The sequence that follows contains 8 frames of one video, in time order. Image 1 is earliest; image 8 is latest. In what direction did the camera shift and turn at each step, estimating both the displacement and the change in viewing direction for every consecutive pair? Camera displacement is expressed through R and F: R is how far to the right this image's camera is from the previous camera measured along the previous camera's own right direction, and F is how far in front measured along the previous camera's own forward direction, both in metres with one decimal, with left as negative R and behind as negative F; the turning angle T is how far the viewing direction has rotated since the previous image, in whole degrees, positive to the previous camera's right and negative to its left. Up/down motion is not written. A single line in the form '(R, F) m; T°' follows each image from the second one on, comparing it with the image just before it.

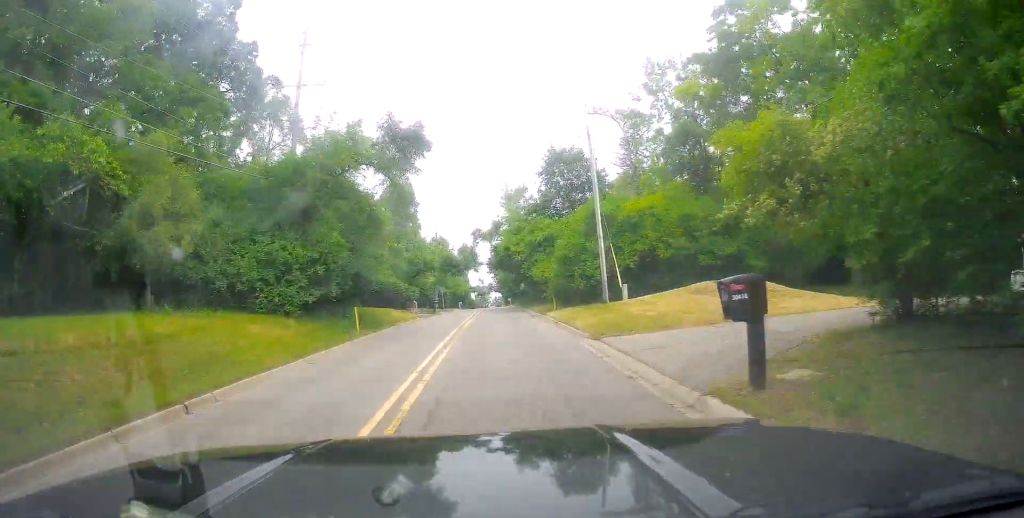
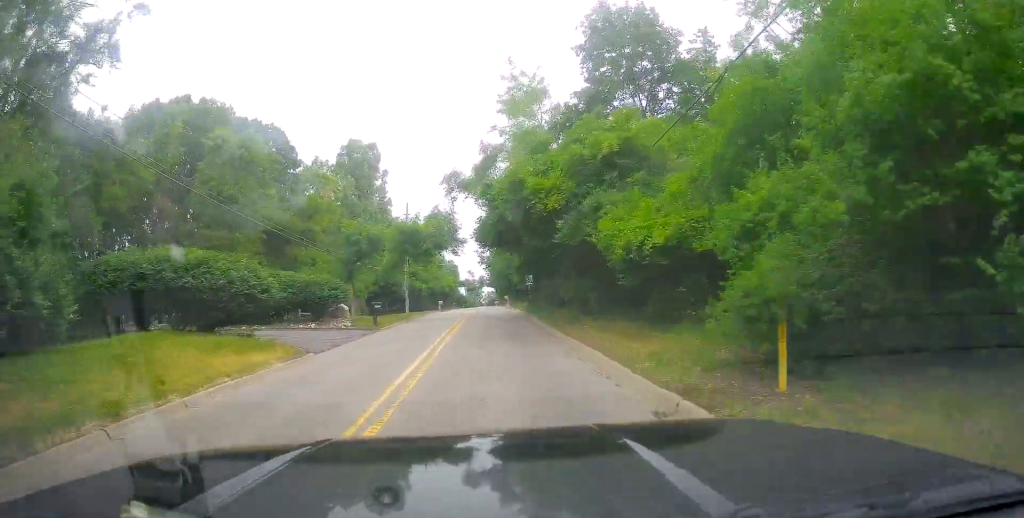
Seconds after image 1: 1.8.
(+0.6, +26.5) m; +3°
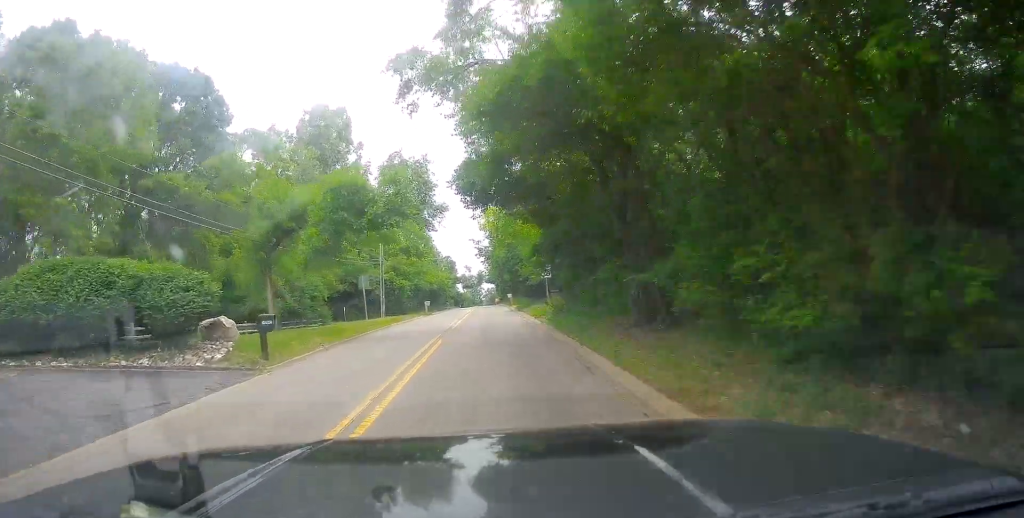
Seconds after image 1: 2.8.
(+0.1, +16.2) m; 0°
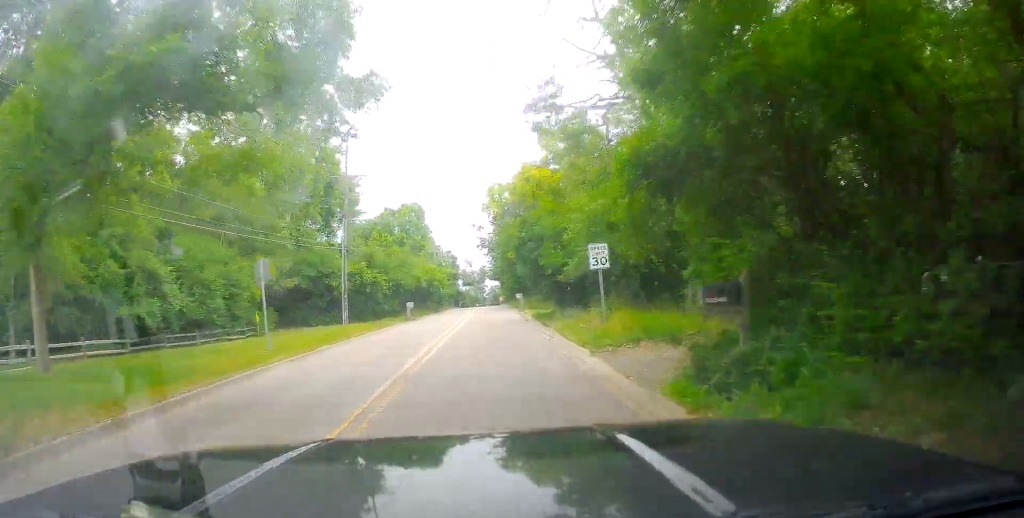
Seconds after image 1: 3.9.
(0.0, +15.8) m; -3°
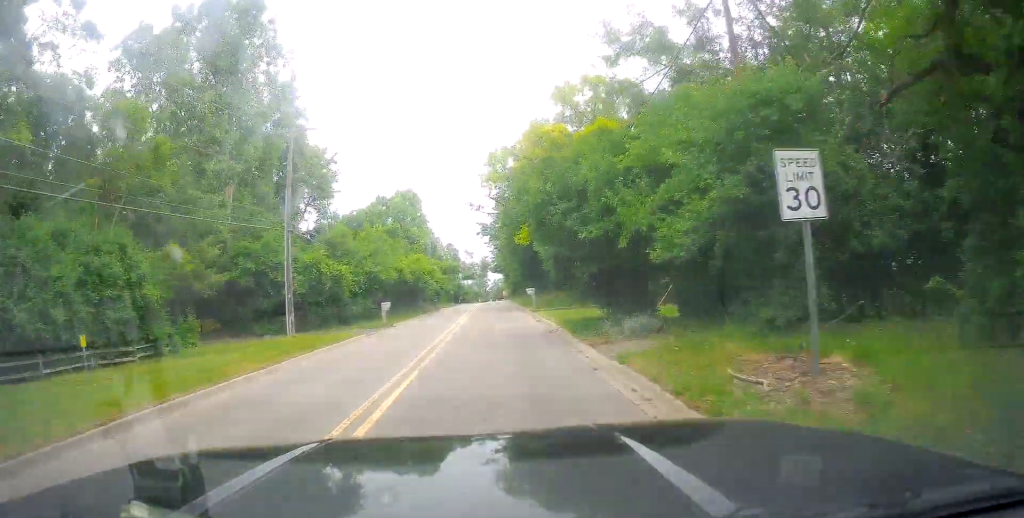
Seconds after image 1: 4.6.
(-0.5, +11.9) m; -1°
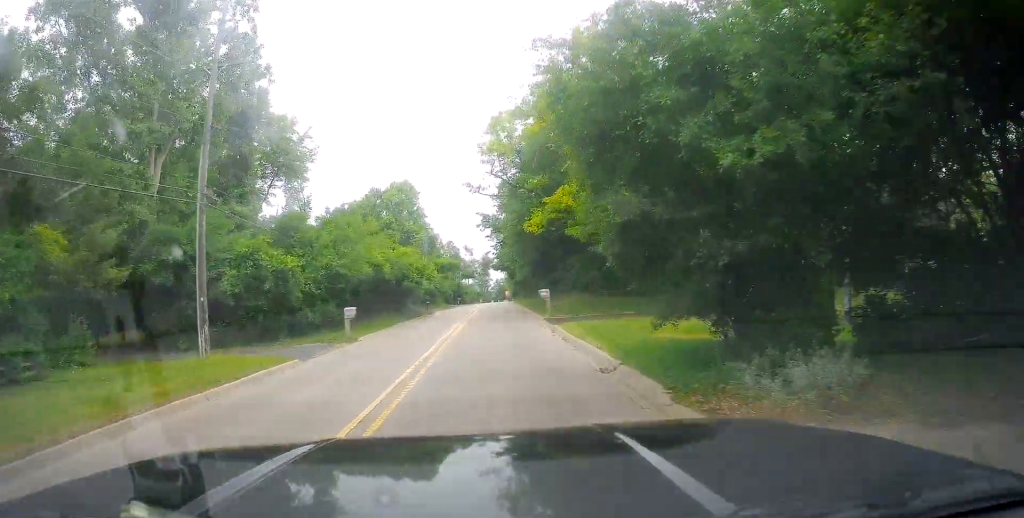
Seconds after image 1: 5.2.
(-0.1, +9.4) m; 0°
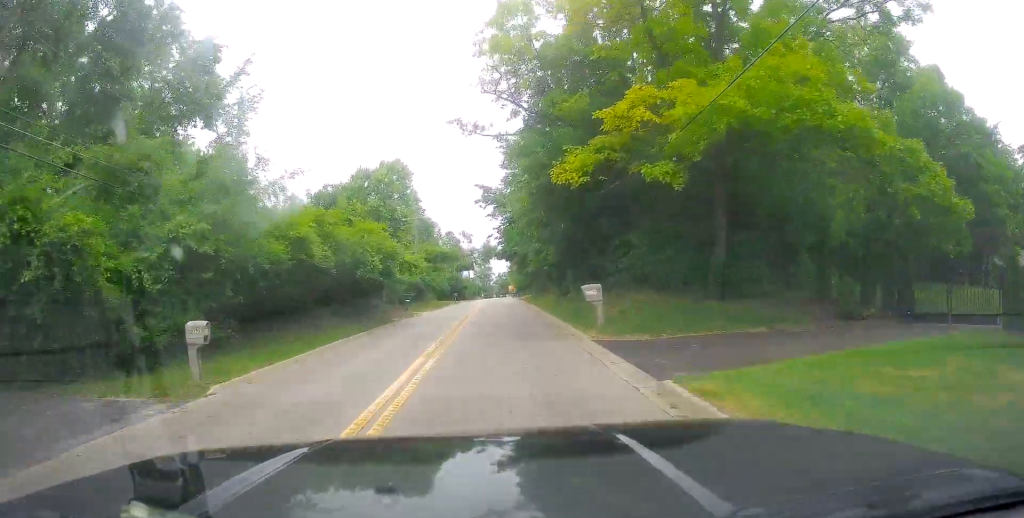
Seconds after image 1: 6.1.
(+0.3, +14.2) m; +2°
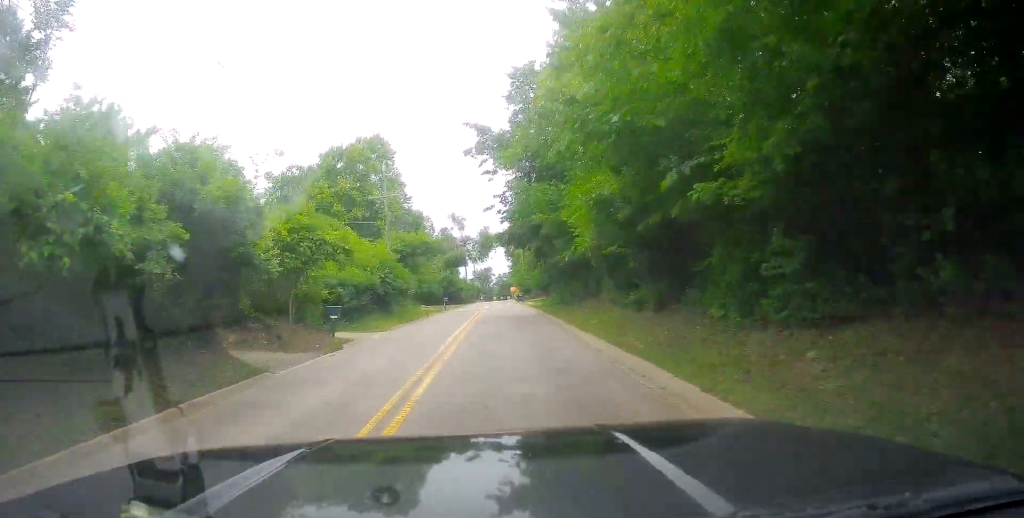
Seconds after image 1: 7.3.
(+0.4, +19.3) m; 0°
